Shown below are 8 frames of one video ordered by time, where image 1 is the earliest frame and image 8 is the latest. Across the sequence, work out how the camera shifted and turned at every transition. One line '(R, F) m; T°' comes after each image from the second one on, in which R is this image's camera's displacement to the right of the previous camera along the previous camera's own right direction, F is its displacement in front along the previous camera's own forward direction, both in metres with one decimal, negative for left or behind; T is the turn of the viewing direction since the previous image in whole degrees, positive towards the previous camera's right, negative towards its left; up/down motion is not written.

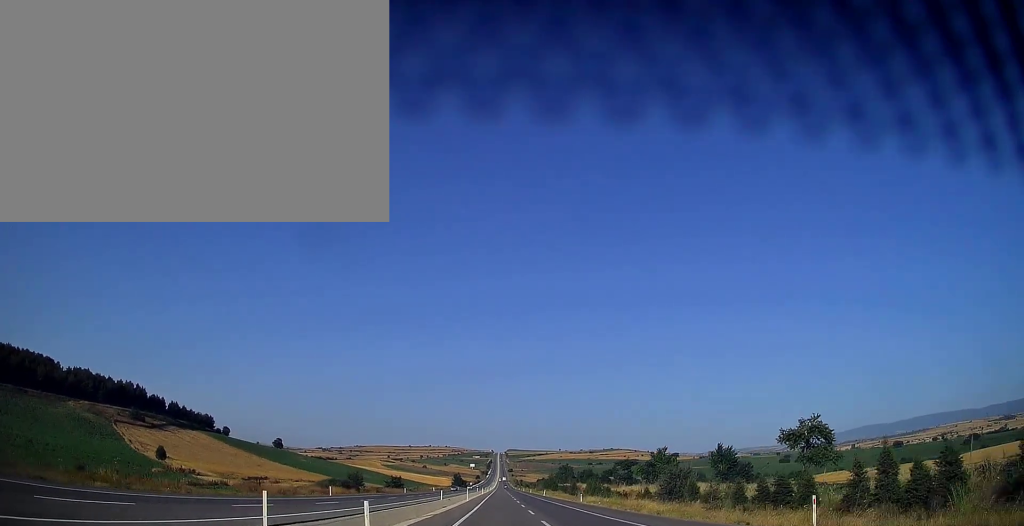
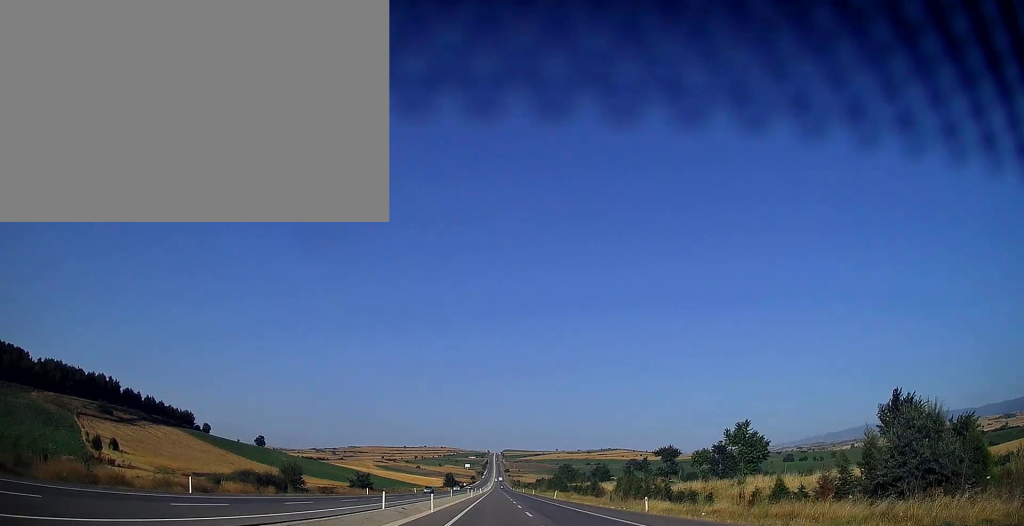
(+0.1, +31.0) m; 0°
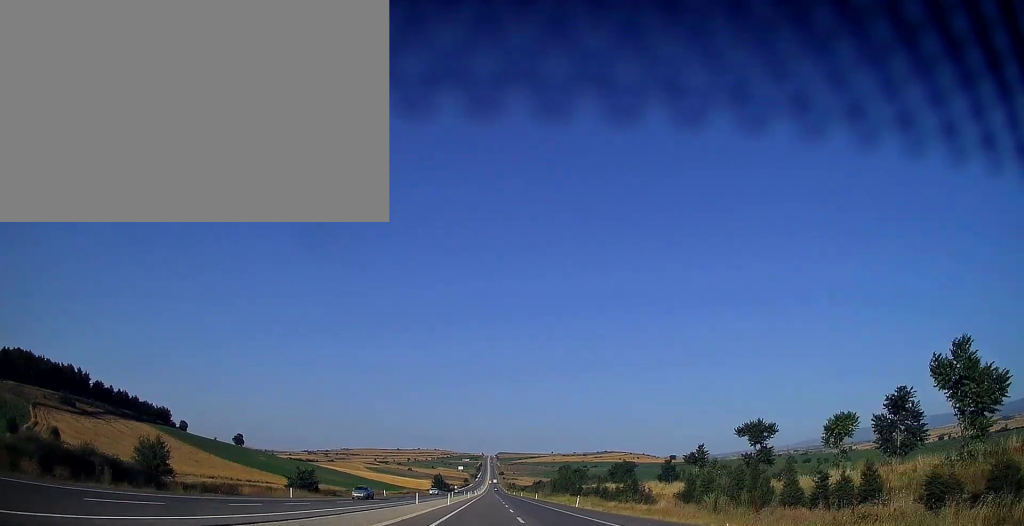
(+0.1, +30.0) m; 0°
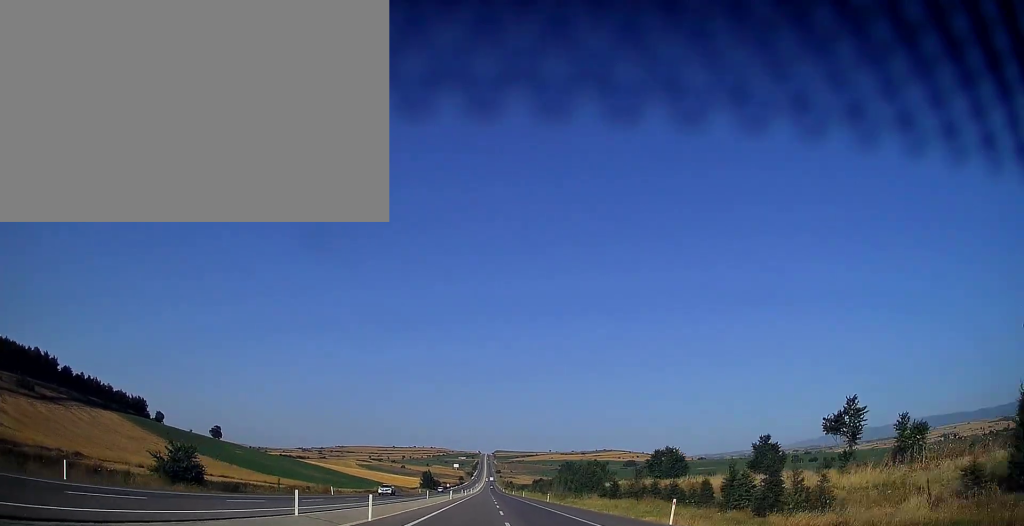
(+0.1, +31.0) m; 0°
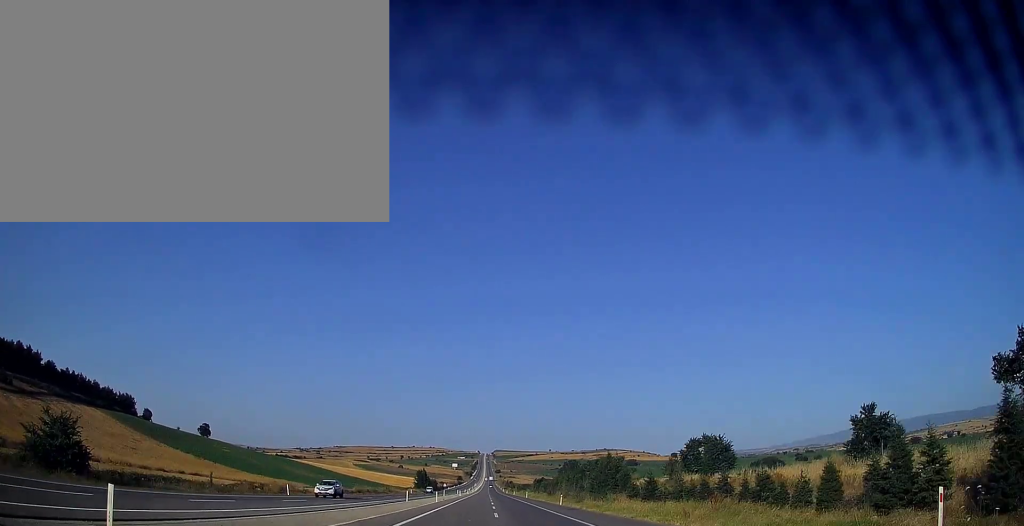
(0.0, +17.0) m; 0°
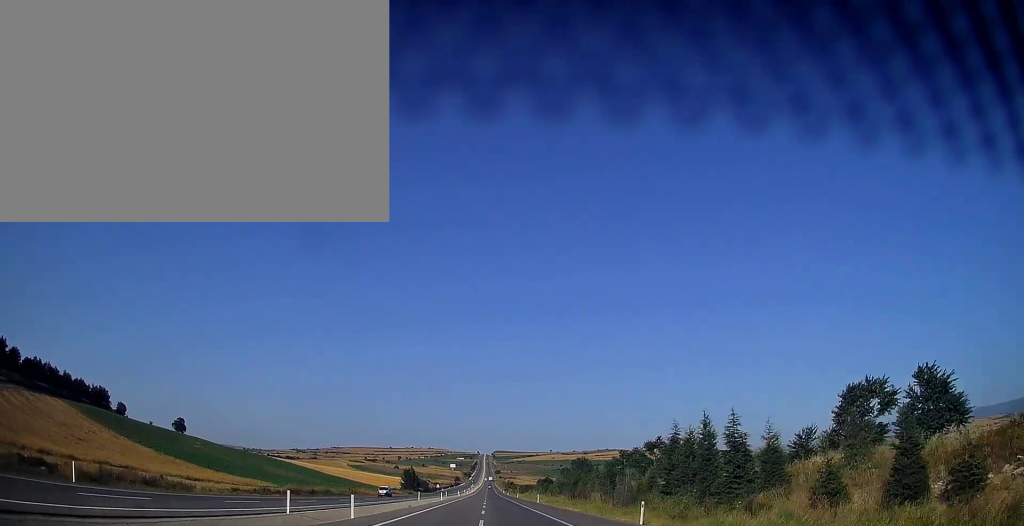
(+0.2, +31.8) m; 0°
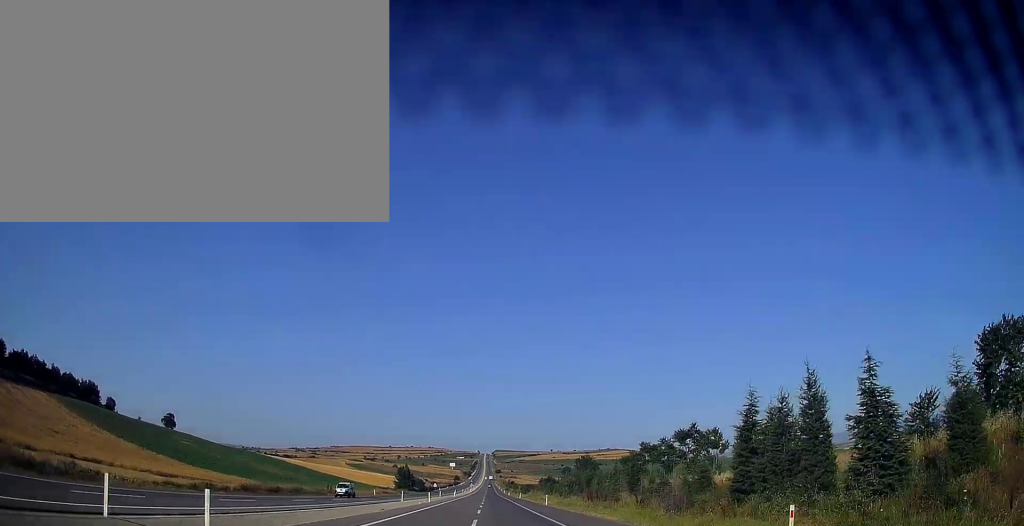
(0.0, +13.9) m; 0°
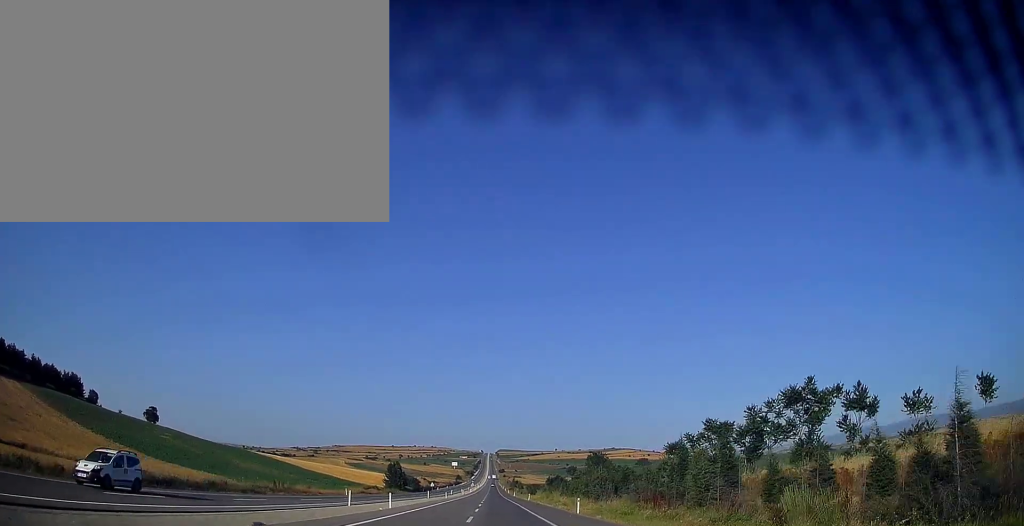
(0.0, +22.7) m; 0°
